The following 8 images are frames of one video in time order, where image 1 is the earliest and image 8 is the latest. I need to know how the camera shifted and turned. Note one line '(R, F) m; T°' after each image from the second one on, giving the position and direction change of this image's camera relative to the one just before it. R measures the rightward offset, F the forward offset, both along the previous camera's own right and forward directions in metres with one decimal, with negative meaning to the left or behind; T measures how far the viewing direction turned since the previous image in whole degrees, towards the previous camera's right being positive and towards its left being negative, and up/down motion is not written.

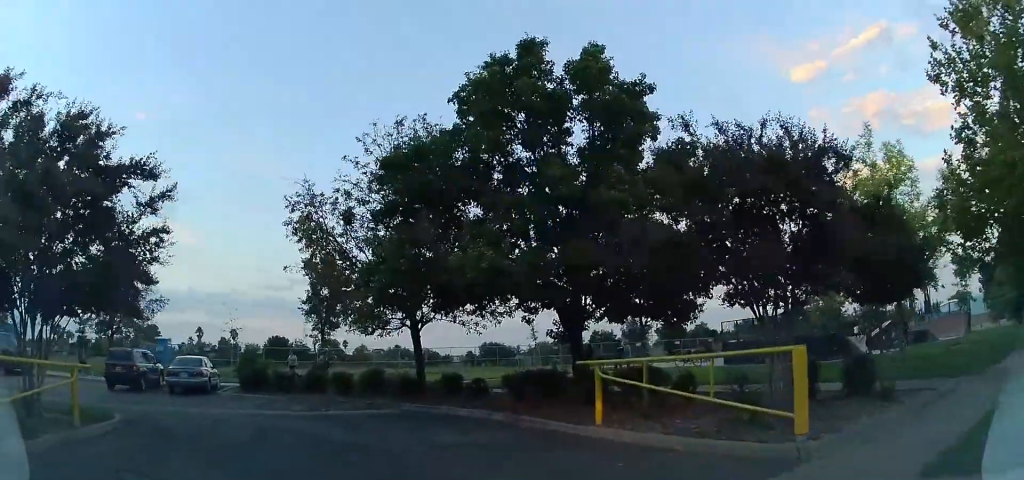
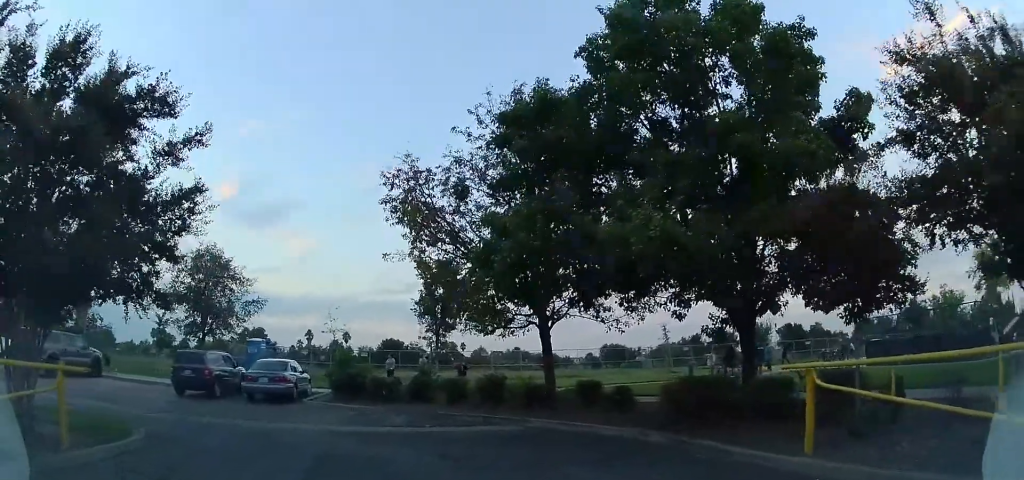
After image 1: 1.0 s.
(-0.4, +3.0) m; -8°
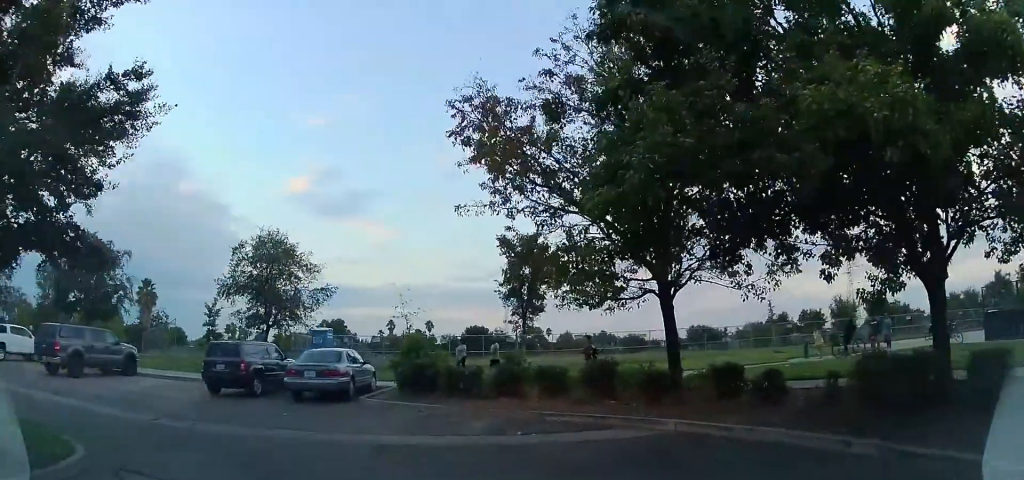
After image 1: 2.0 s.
(-0.1, +3.2) m; -9°
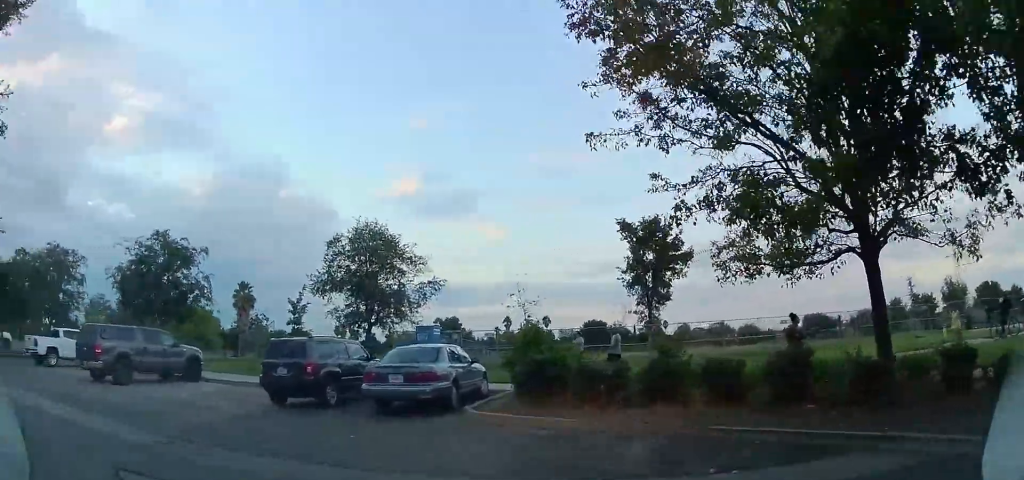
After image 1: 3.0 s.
(-0.4, +3.3) m; -15°
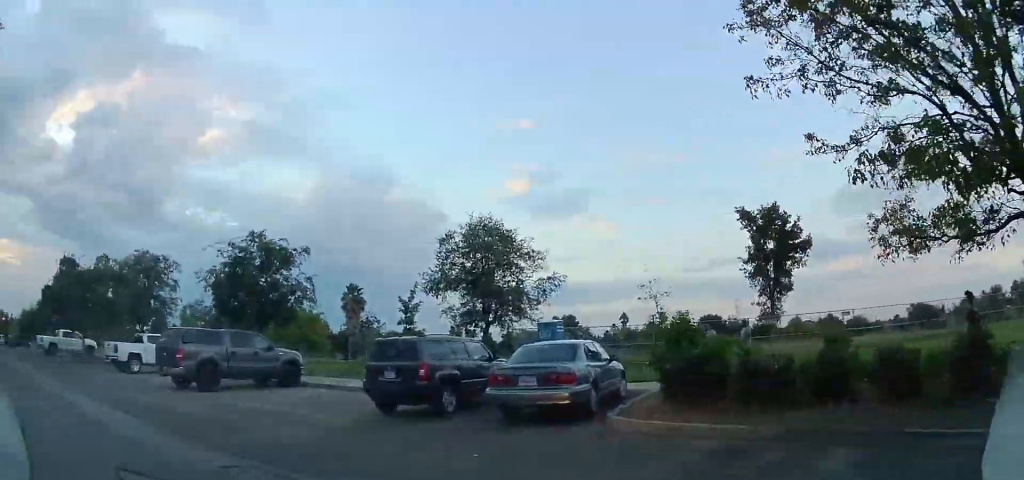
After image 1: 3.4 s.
(-0.2, +1.6) m; -12°
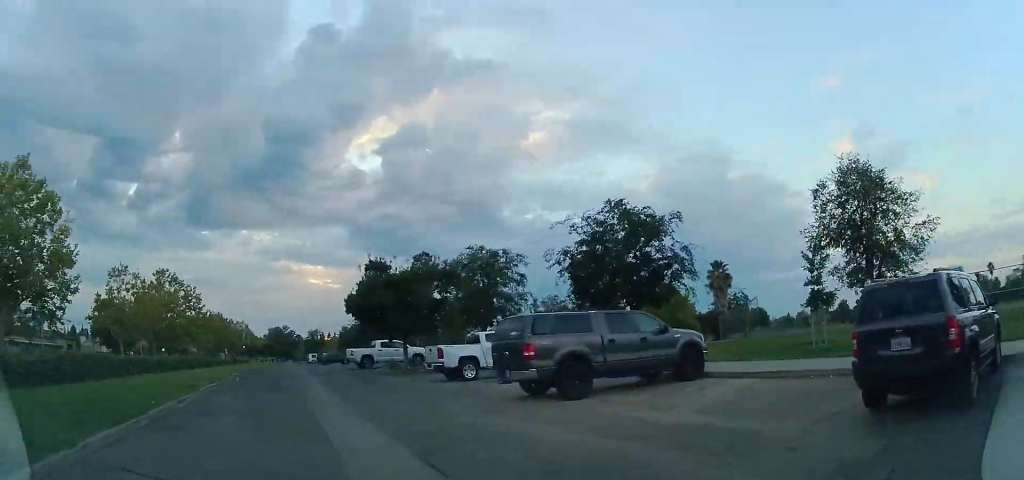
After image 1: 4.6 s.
(-1.5, +4.3) m; -33°
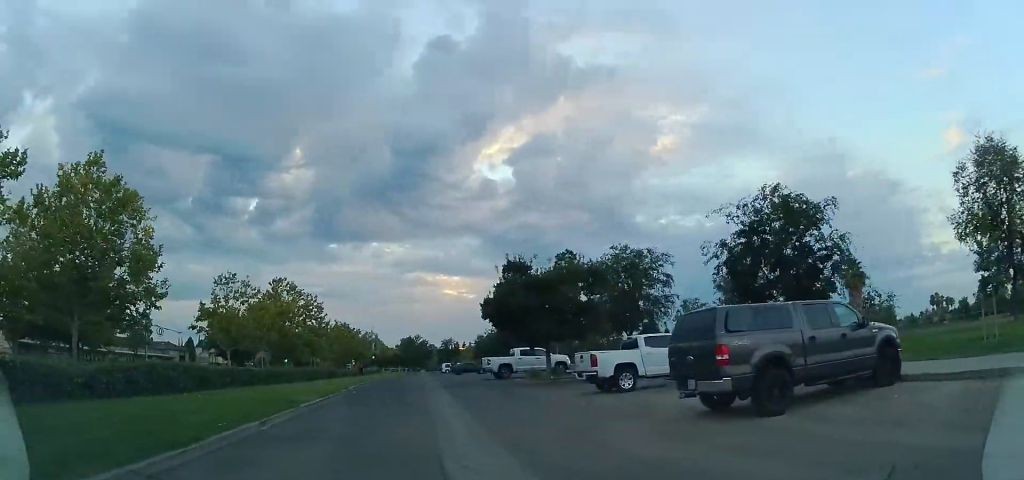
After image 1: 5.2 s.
(-0.4, +2.5) m; -10°
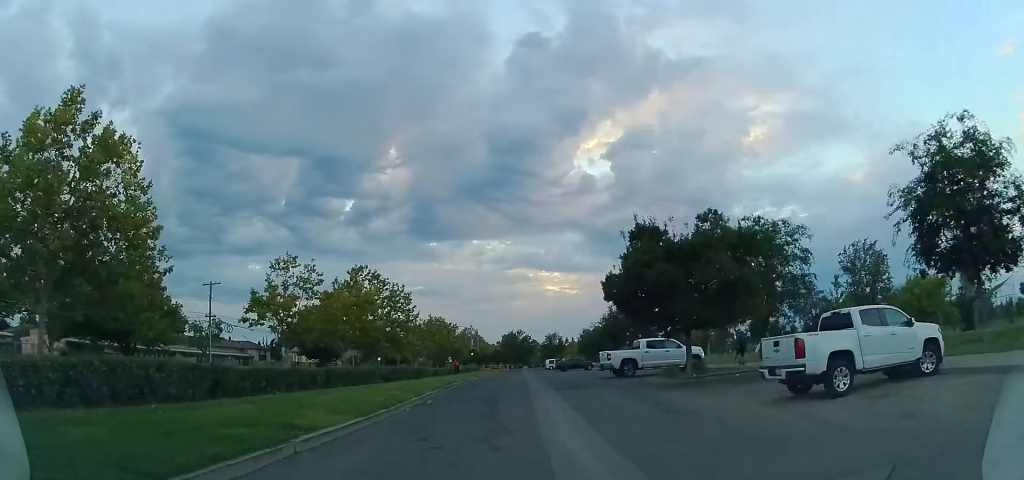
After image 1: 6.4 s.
(-0.4, +6.1) m; -8°
